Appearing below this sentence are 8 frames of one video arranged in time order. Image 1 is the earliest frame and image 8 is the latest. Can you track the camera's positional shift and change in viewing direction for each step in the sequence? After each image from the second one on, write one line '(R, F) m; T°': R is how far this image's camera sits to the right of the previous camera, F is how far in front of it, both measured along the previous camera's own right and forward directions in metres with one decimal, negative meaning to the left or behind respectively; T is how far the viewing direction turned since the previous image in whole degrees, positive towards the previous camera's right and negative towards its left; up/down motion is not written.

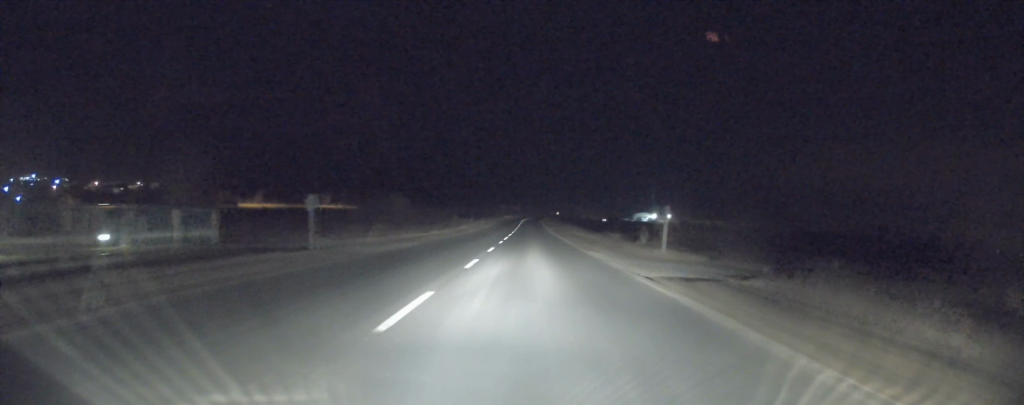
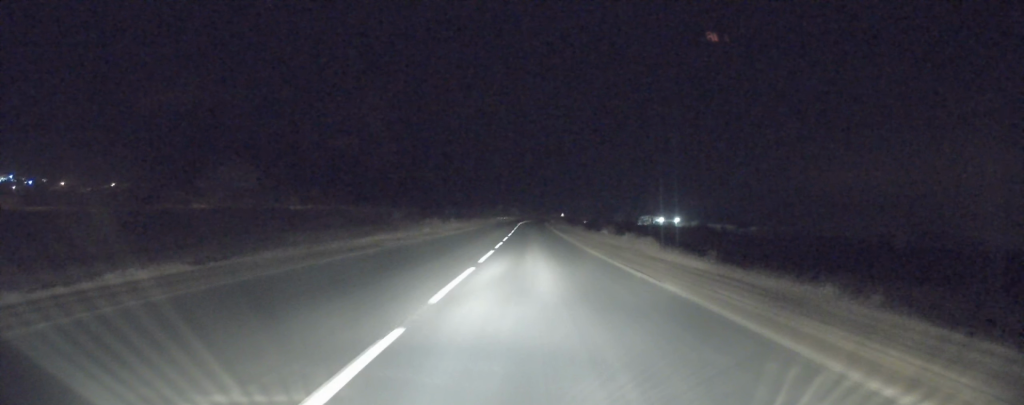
(-0.1, +39.4) m; 0°
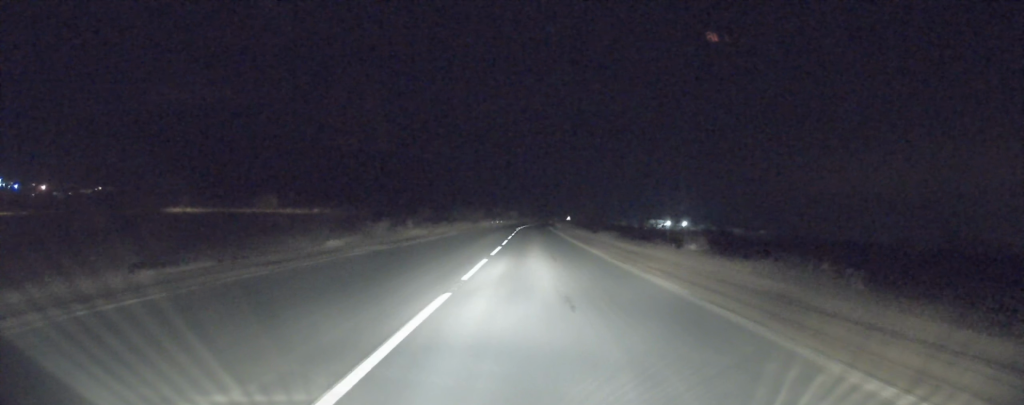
(+0.4, +22.7) m; 0°
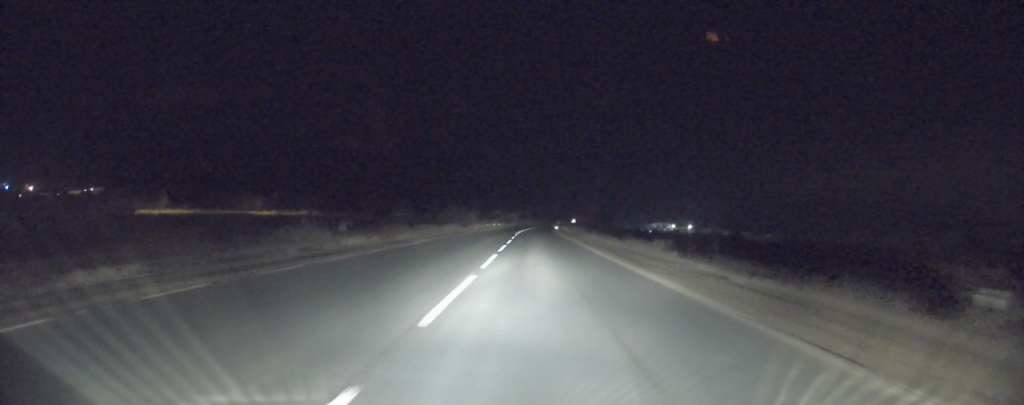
(-0.2, +14.5) m; -1°
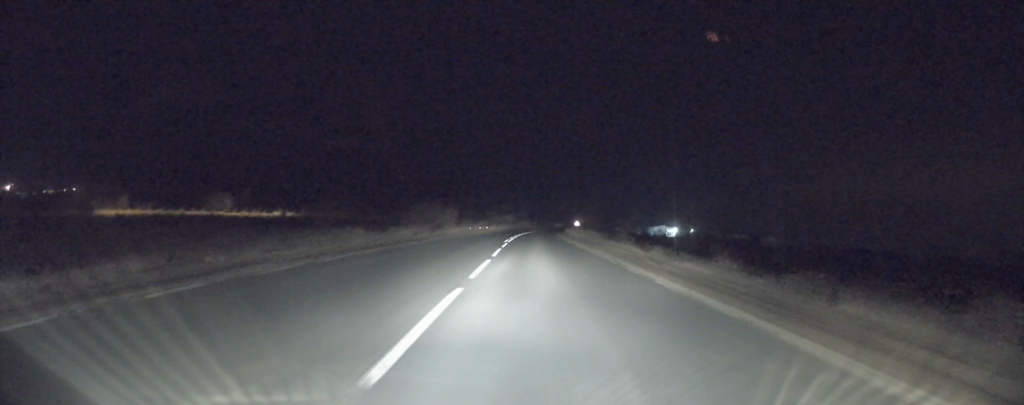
(-0.1, +20.1) m; 0°
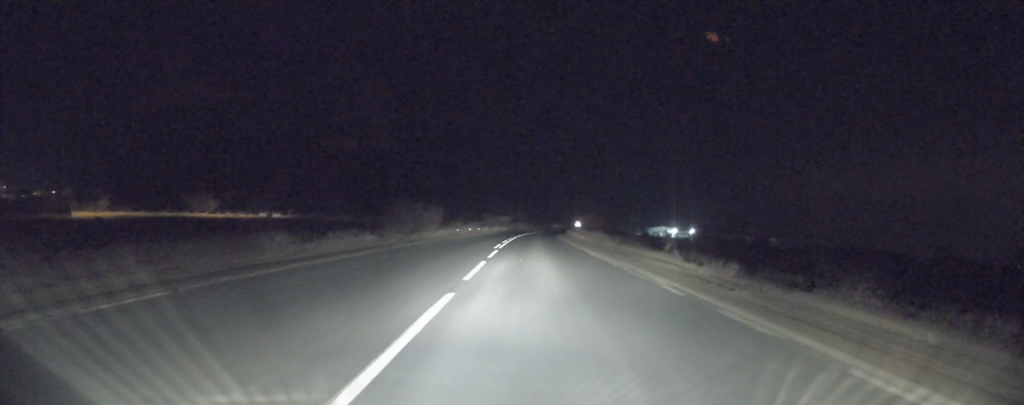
(-0.1, +9.3) m; +1°
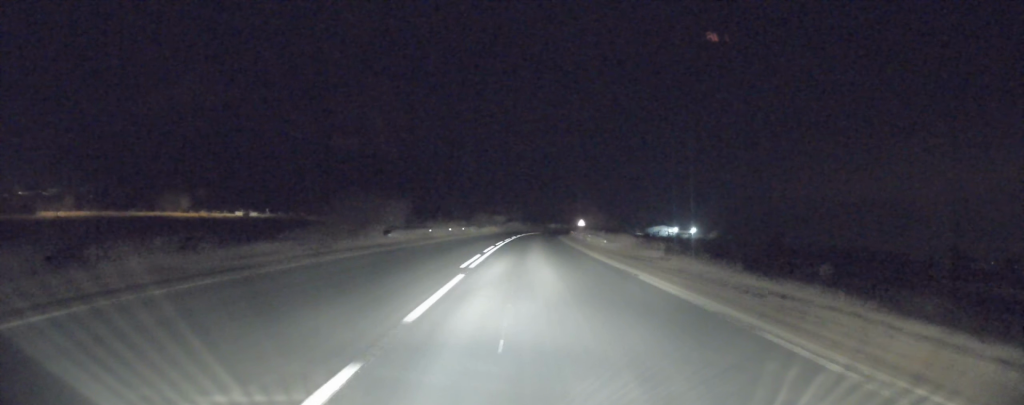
(+0.3, +14.1) m; 0°
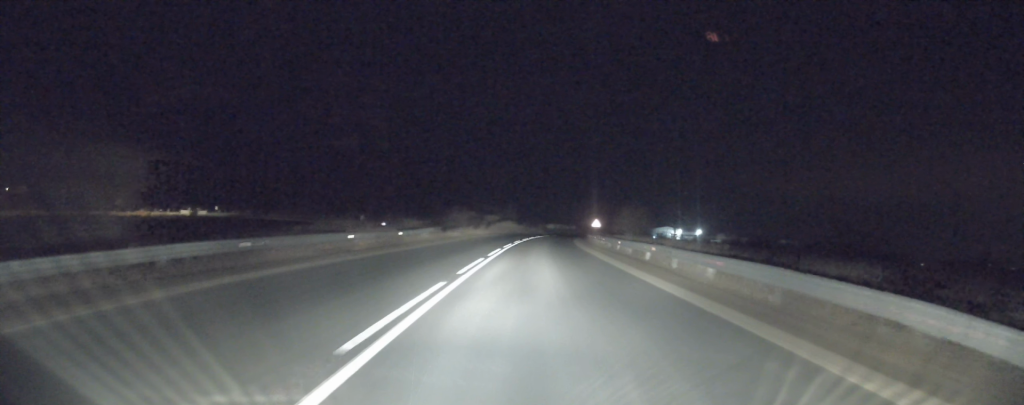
(-0.3, +27.4) m; 0°
